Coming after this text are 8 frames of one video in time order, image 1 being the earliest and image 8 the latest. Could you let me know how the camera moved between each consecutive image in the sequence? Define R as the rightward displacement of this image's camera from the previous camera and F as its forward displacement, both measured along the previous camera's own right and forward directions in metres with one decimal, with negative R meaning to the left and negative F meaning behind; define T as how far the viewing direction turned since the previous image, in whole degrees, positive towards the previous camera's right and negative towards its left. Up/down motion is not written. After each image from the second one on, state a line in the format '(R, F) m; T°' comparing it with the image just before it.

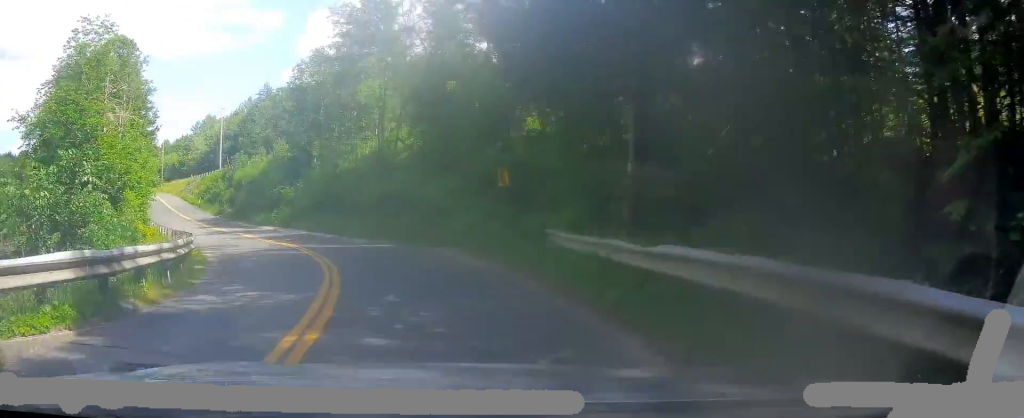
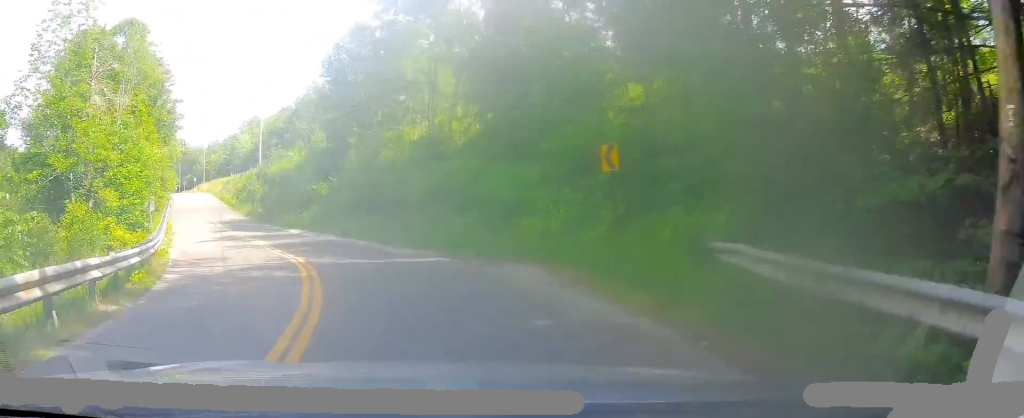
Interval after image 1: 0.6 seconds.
(-0.2, +7.2) m; -4°
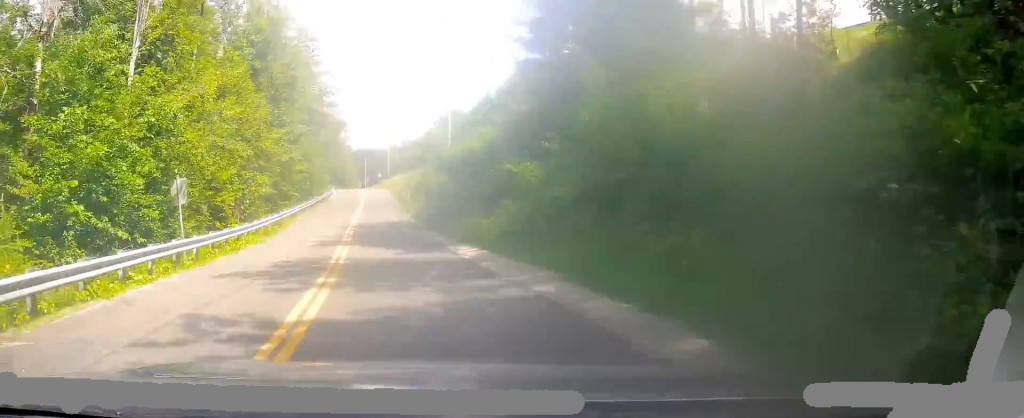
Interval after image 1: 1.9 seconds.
(-1.7, +16.8) m; -14°
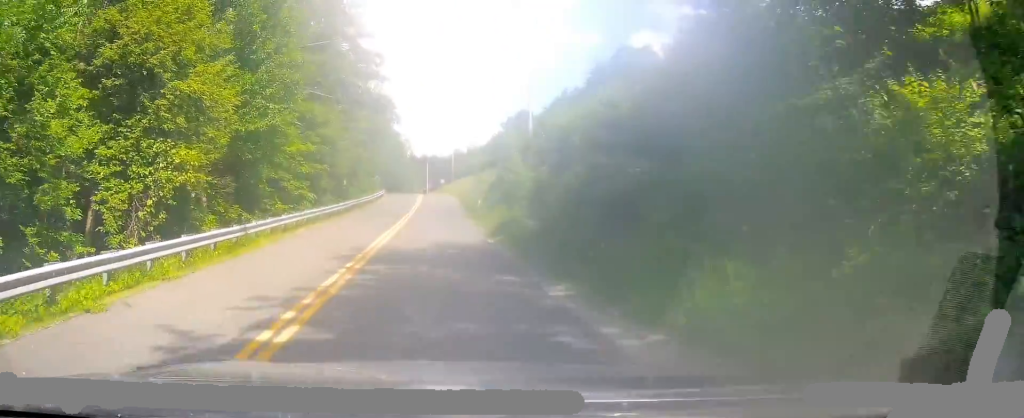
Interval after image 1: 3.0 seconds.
(-1.4, +15.2) m; -10°
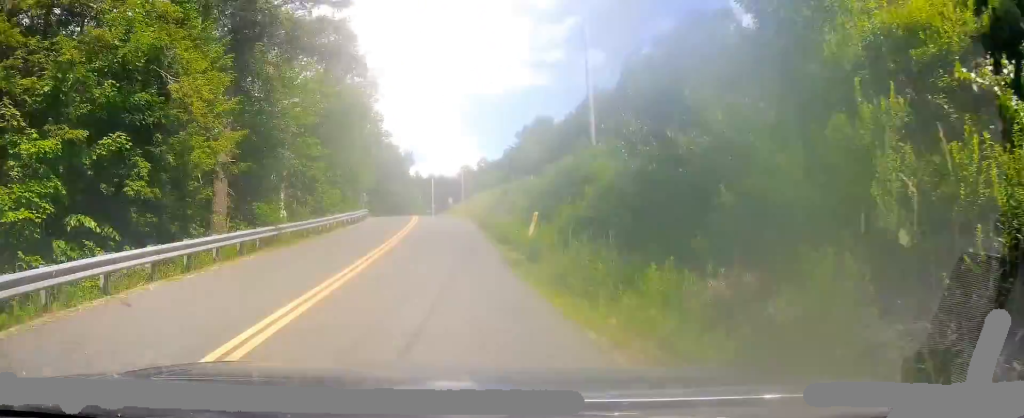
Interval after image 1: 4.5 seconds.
(-1.4, +21.1) m; -3°
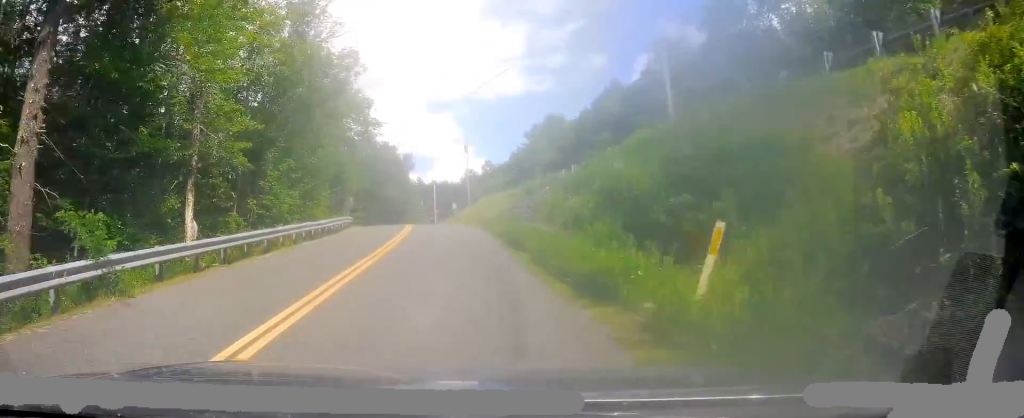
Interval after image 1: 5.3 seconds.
(+0.2, +11.5) m; +3°
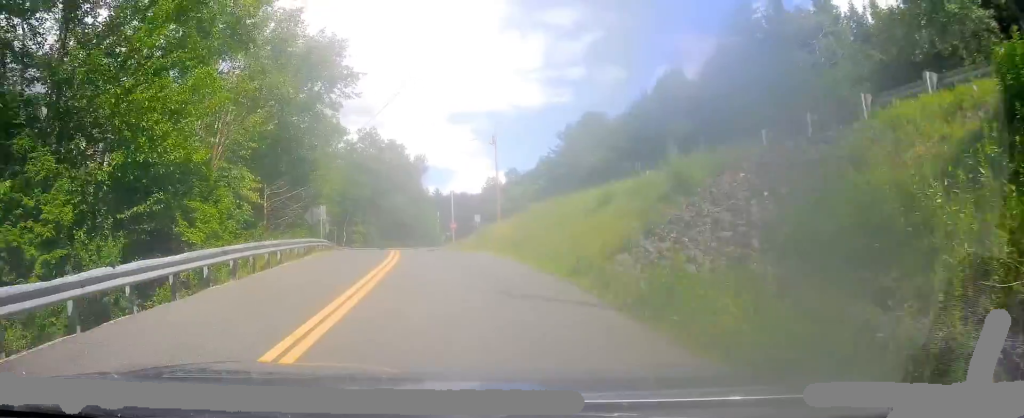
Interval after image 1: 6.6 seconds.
(-0.2, +19.5) m; -4°
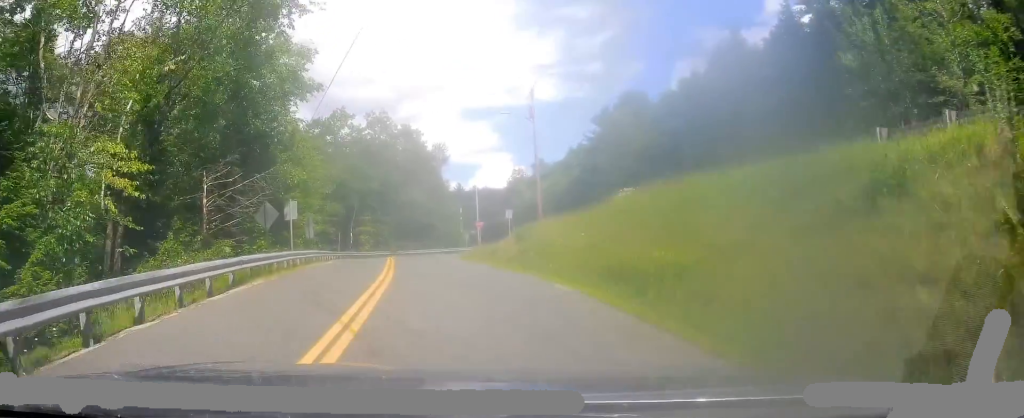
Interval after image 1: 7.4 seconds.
(-0.7, +11.9) m; -2°
